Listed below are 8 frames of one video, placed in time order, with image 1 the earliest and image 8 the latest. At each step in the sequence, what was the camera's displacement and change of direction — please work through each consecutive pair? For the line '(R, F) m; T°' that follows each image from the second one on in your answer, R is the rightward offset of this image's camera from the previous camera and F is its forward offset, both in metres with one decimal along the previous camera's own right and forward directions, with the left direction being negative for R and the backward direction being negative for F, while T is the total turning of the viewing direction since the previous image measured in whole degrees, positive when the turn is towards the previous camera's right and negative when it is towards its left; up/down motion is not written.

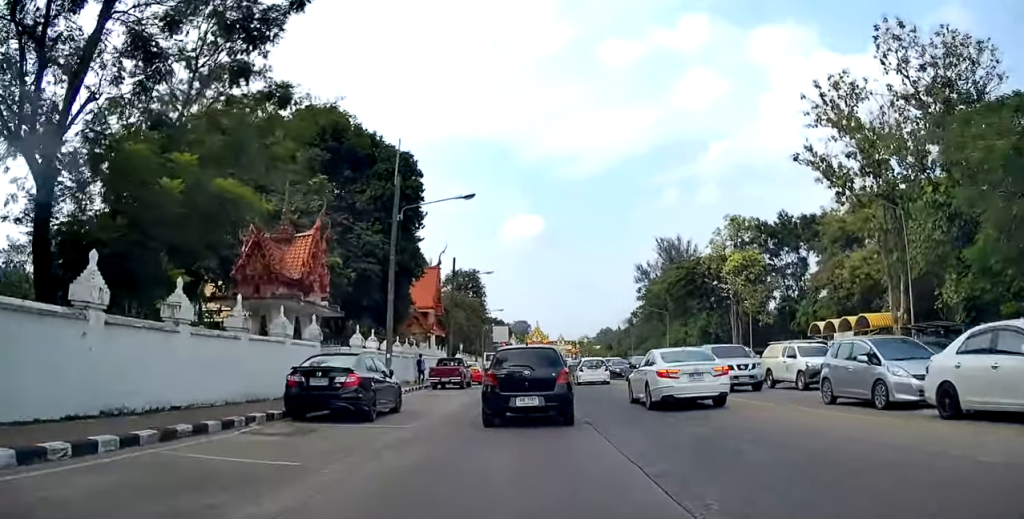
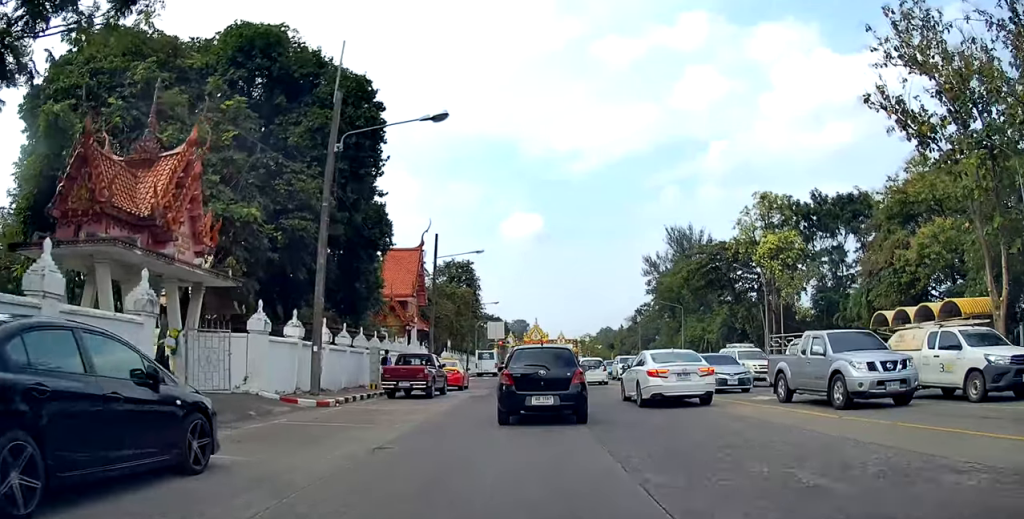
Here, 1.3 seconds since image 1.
(+0.1, +9.5) m; 0°
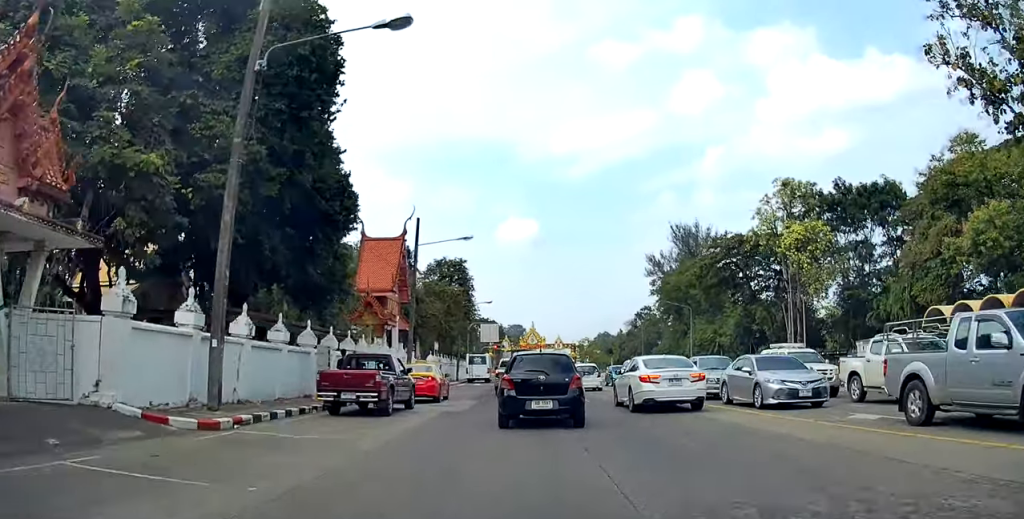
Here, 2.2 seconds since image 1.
(0.0, +6.3) m; 0°
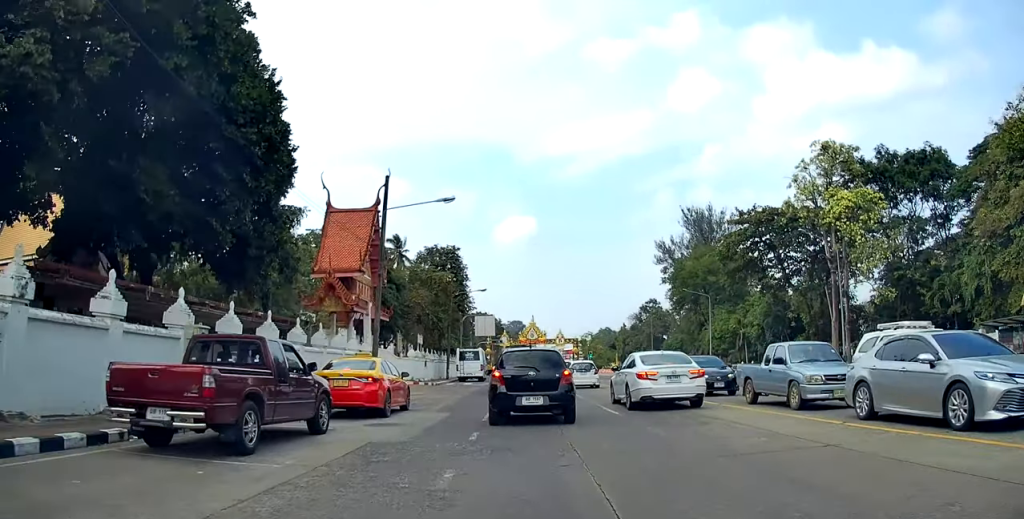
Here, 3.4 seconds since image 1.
(0.0, +8.2) m; 0°
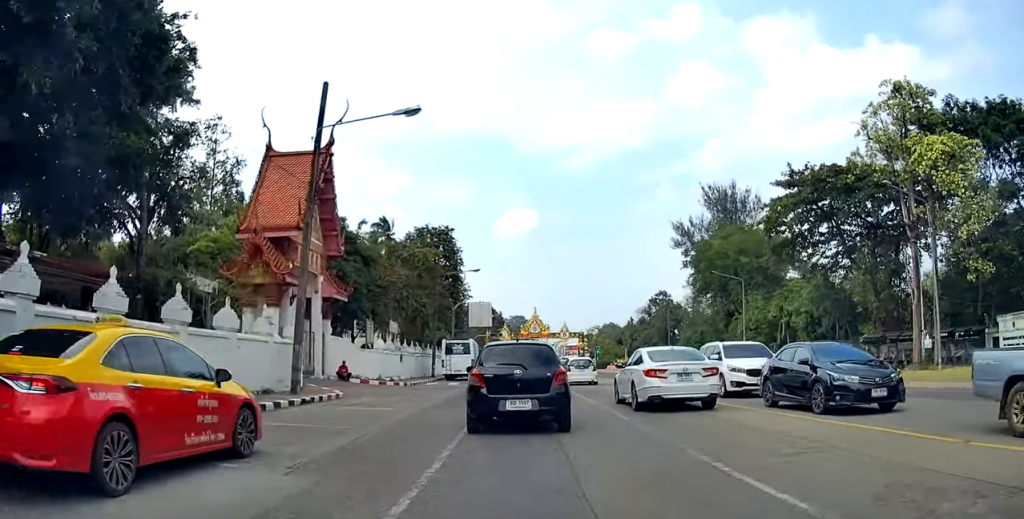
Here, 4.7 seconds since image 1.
(-0.1, +9.0) m; -2°
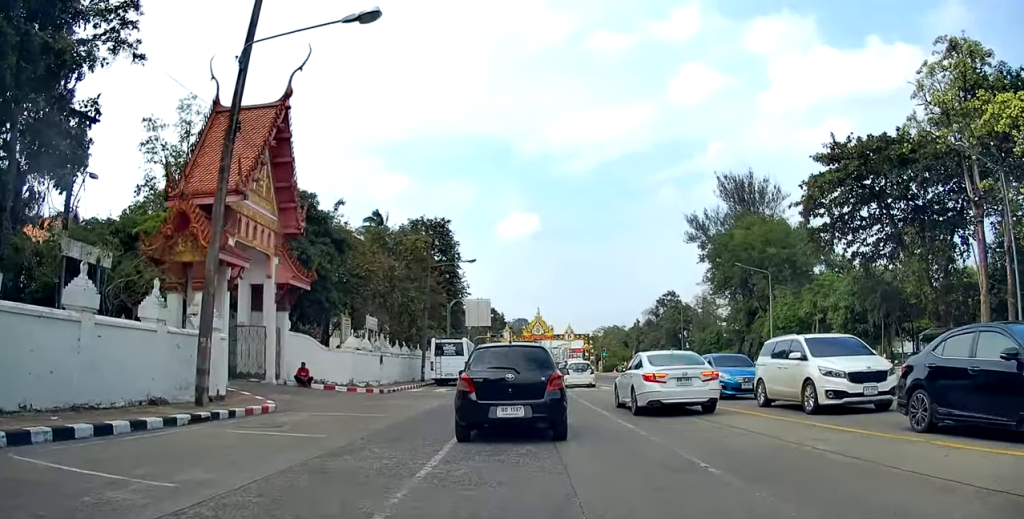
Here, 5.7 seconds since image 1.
(-0.1, +6.1) m; +6°
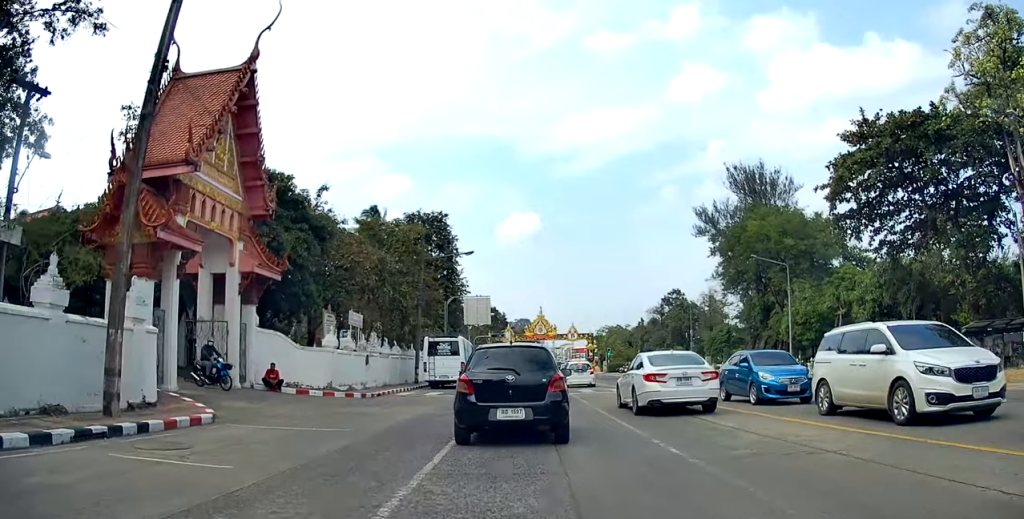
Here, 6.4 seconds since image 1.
(+0.5, +3.1) m; 0°
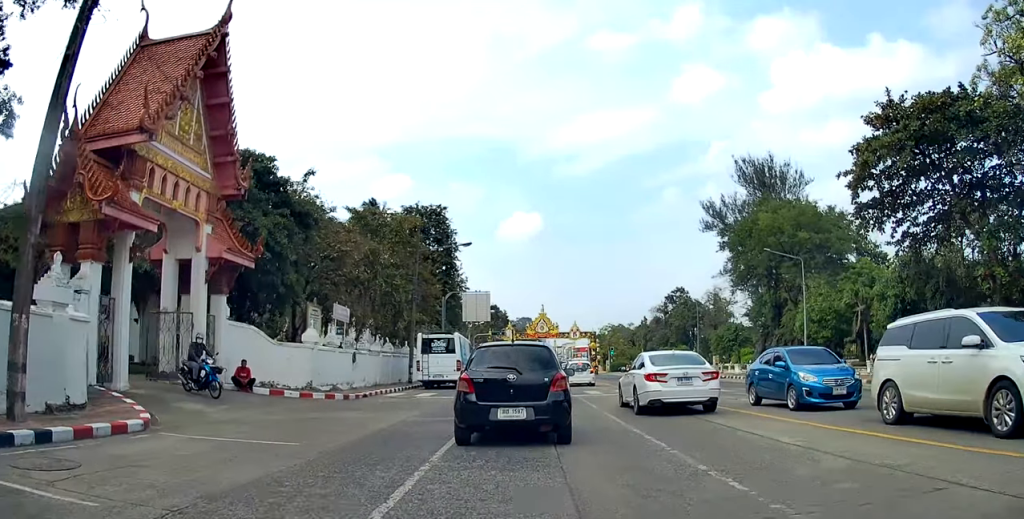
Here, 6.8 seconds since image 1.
(+0.2, +2.2) m; 0°
